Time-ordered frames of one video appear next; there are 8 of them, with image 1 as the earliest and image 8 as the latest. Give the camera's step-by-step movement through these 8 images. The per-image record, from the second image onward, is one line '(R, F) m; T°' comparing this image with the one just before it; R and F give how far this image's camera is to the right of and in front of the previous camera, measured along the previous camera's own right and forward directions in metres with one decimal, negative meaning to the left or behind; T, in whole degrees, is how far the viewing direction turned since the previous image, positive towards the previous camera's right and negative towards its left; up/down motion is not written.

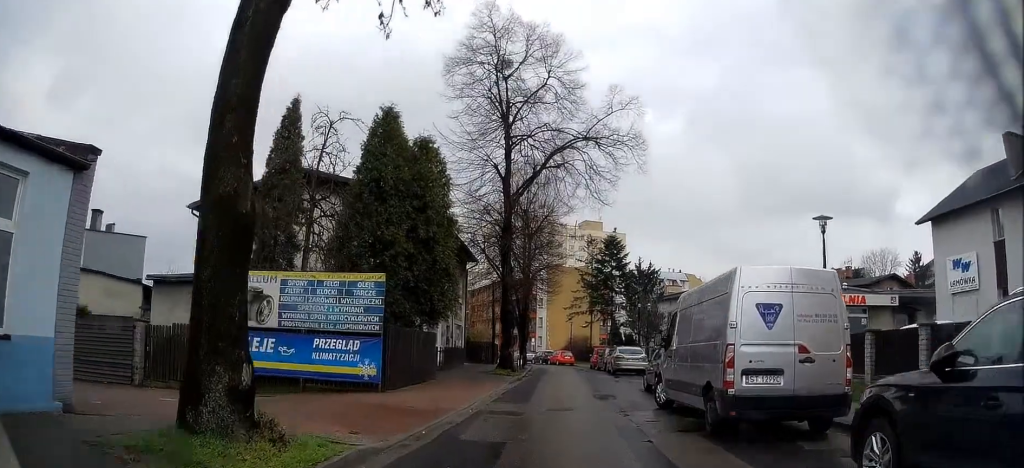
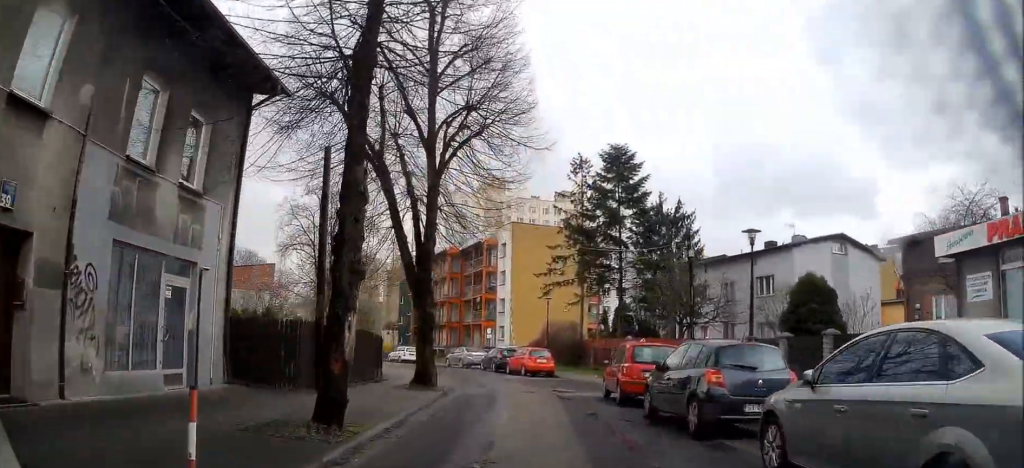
(0.0, +29.2) m; 0°
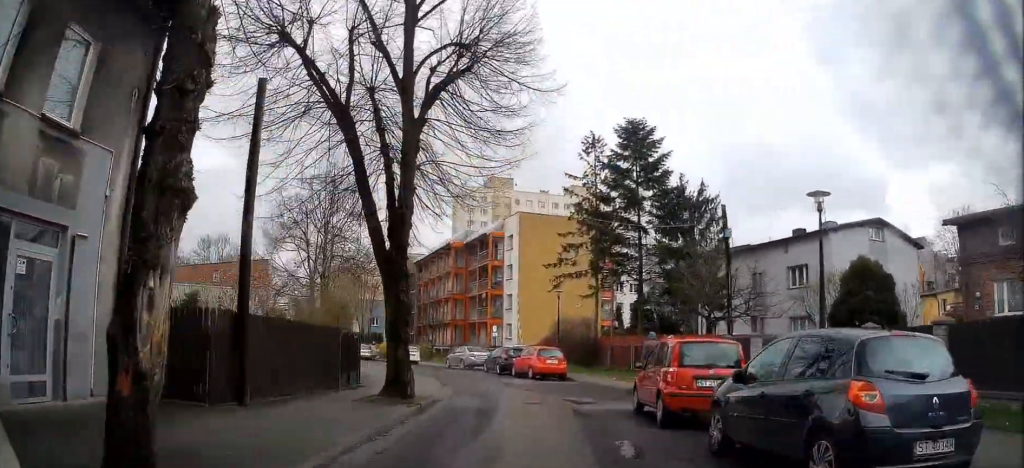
(0.0, +4.4) m; -1°
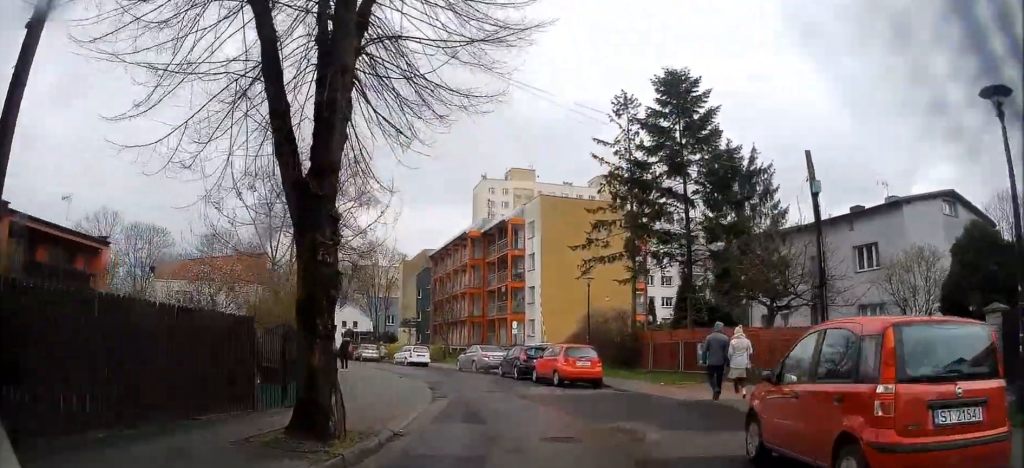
(-0.1, +6.2) m; 0°
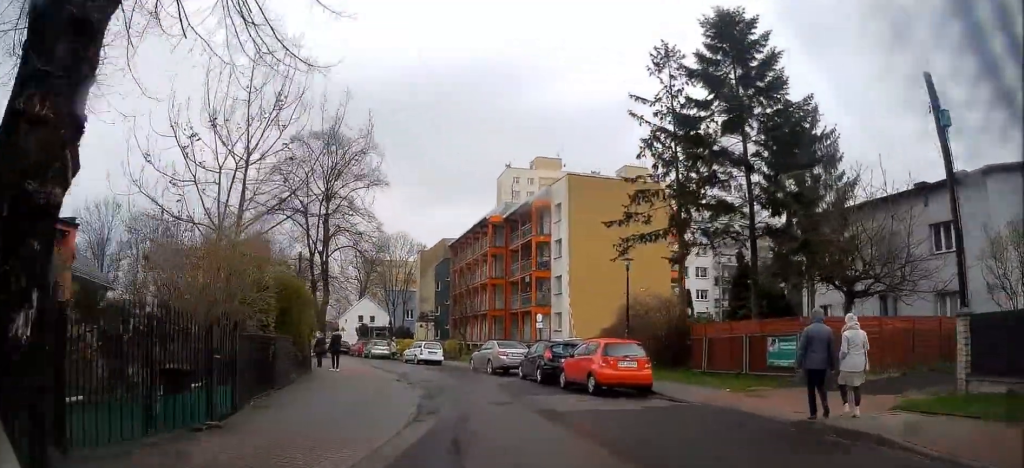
(+0.1, +5.3) m; 0°
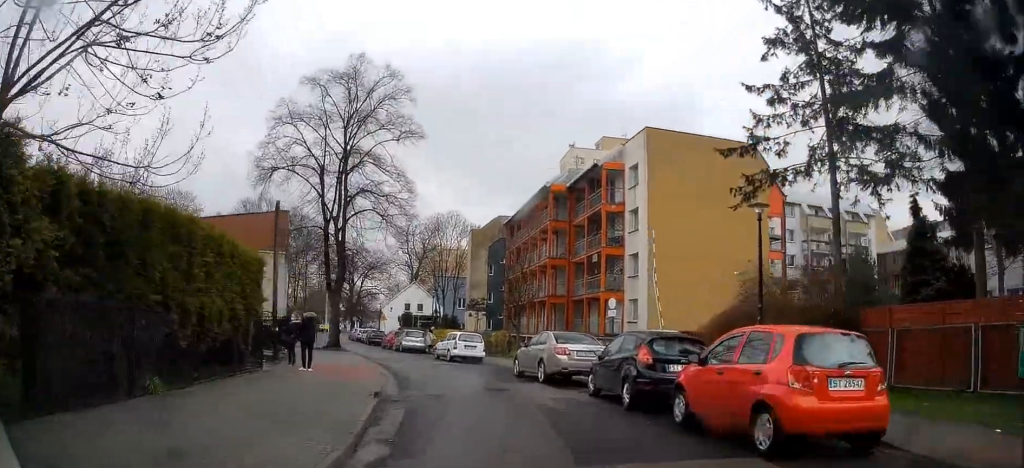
(-0.1, +9.5) m; -6°
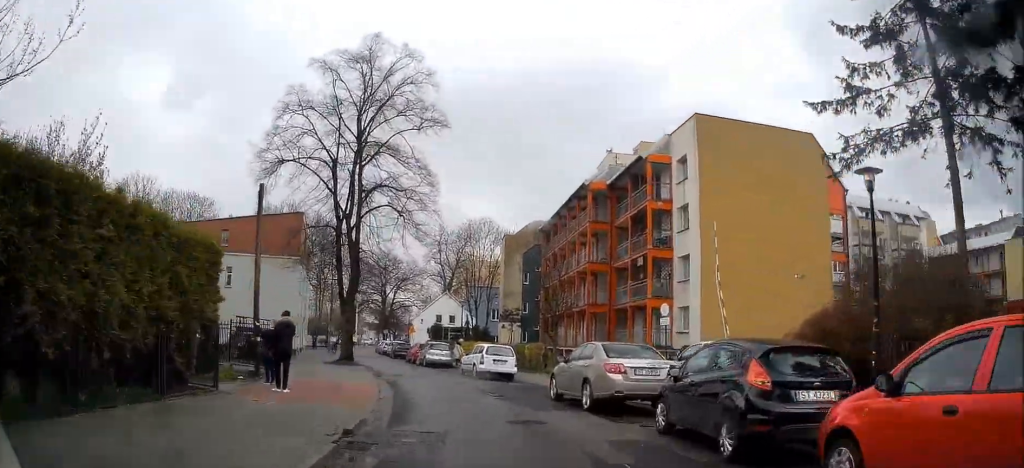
(0.0, +4.2) m; -5°
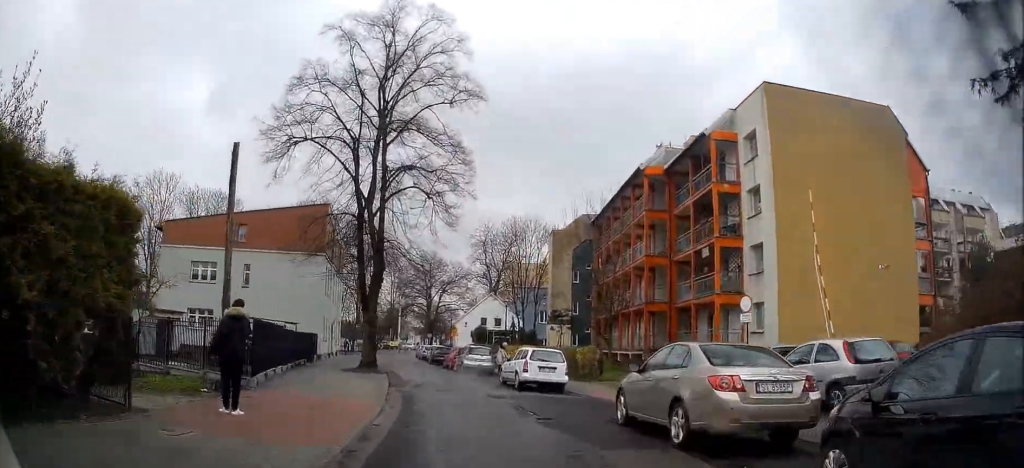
(-0.4, +4.4) m; -6°
